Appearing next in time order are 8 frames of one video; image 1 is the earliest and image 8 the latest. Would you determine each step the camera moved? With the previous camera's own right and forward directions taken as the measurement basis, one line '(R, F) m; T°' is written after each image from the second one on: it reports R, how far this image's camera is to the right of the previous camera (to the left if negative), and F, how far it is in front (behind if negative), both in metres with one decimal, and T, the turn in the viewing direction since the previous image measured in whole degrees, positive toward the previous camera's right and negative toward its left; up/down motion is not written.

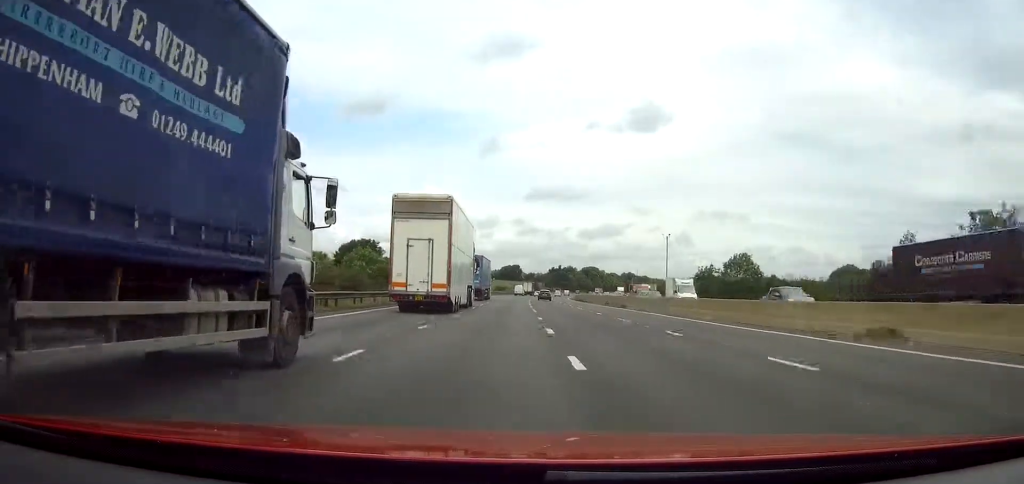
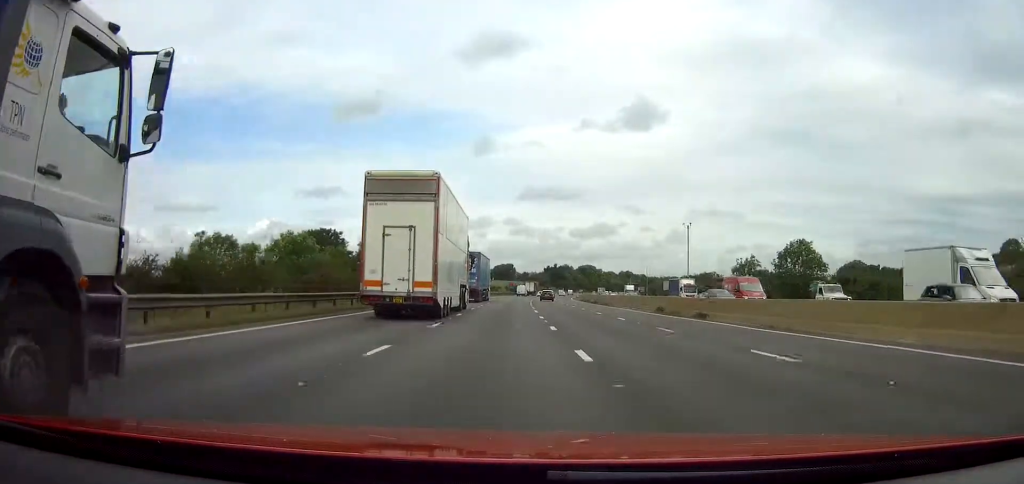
(+0.1, +24.5) m; +1°
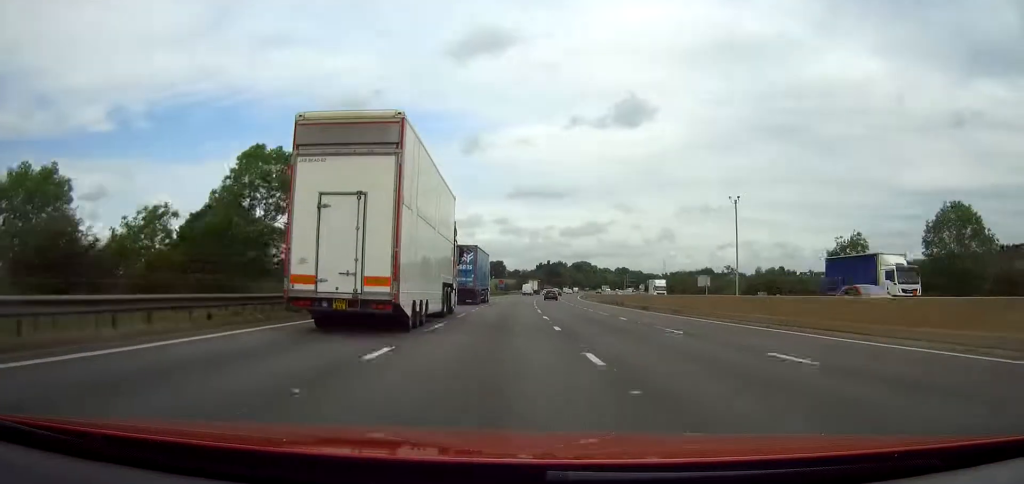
(+0.3, +34.6) m; +1°
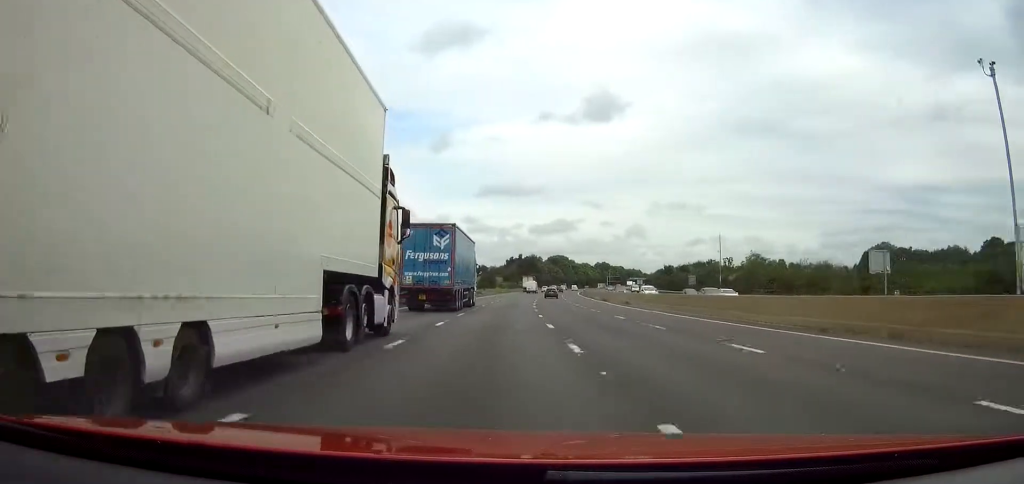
(+1.4, +67.1) m; +3°
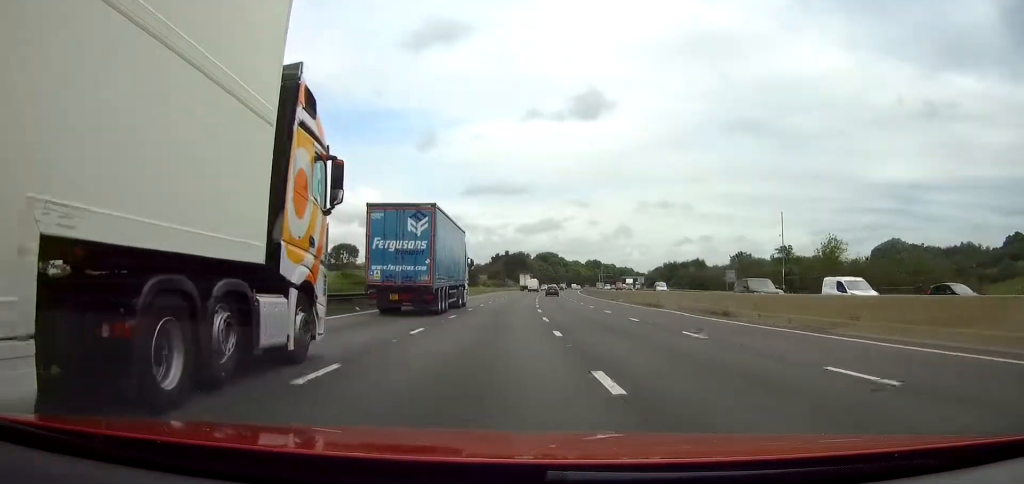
(+0.3, +30.7) m; +1°
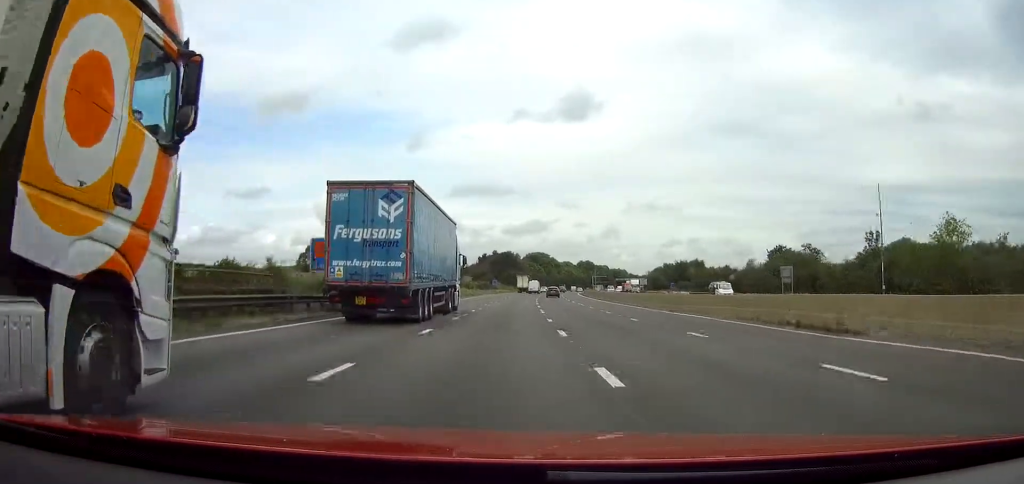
(+0.2, +25.5) m; +1°
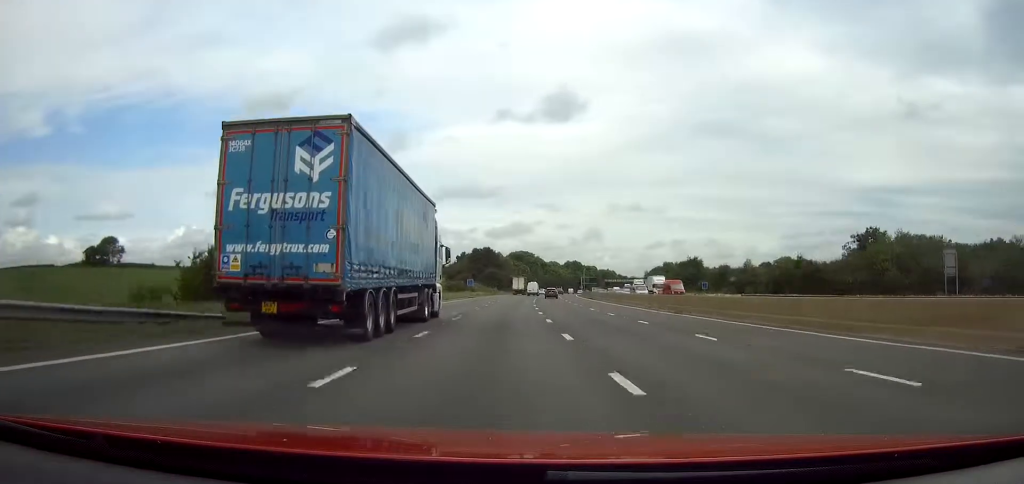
(+0.6, +35.5) m; +2°
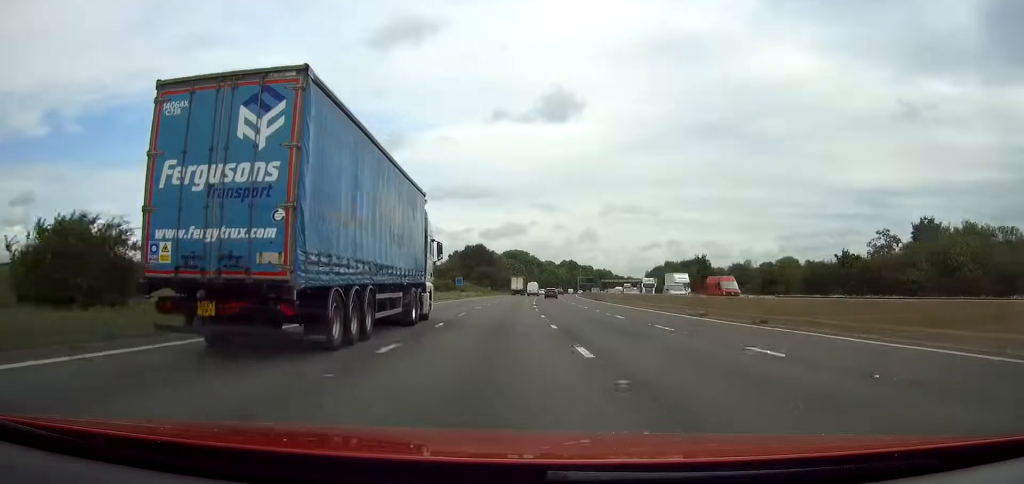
(+0.1, +13.2) m; 0°
